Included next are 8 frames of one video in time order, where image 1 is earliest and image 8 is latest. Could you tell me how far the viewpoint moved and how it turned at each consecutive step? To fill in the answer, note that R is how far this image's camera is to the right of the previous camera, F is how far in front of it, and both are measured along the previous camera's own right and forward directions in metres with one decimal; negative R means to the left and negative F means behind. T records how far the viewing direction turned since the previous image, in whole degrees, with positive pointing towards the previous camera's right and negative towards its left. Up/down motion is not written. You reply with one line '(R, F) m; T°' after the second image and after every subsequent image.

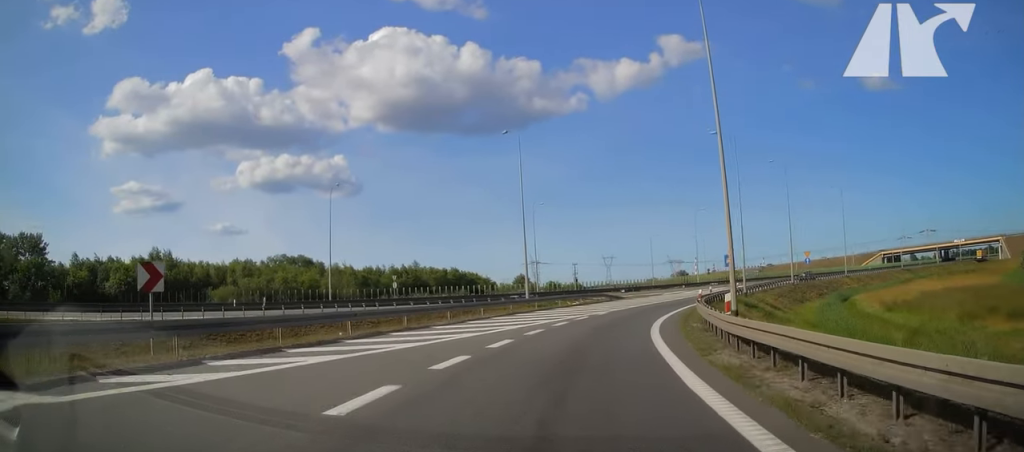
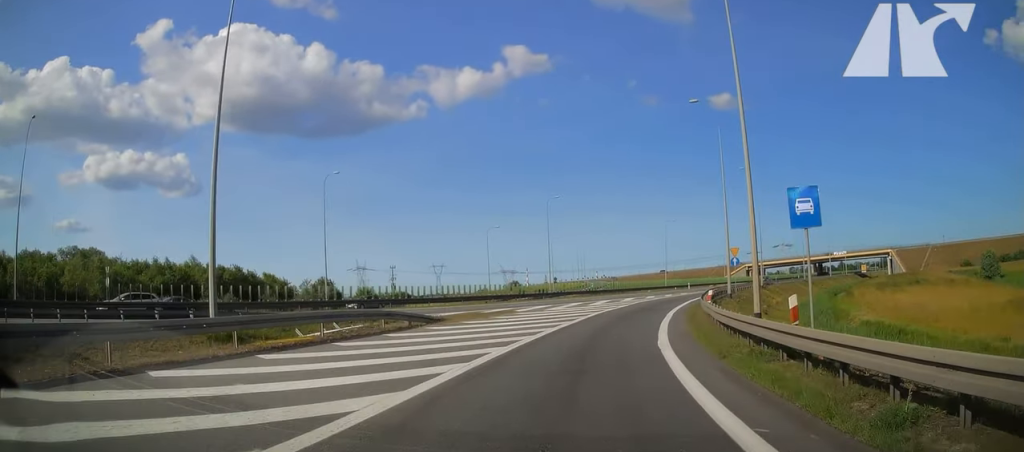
(+4.1, +28.1) m; +15°
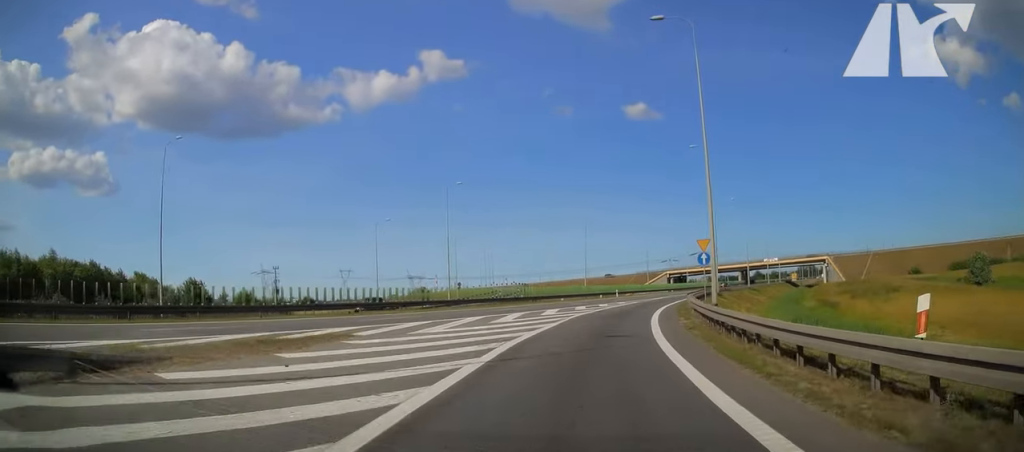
(+1.1, +15.6) m; +8°
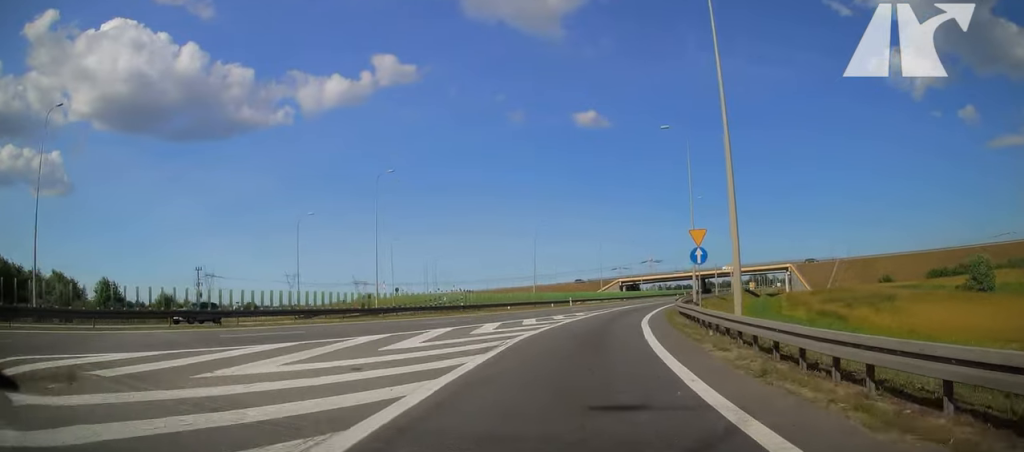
(0.0, +9.7) m; +5°
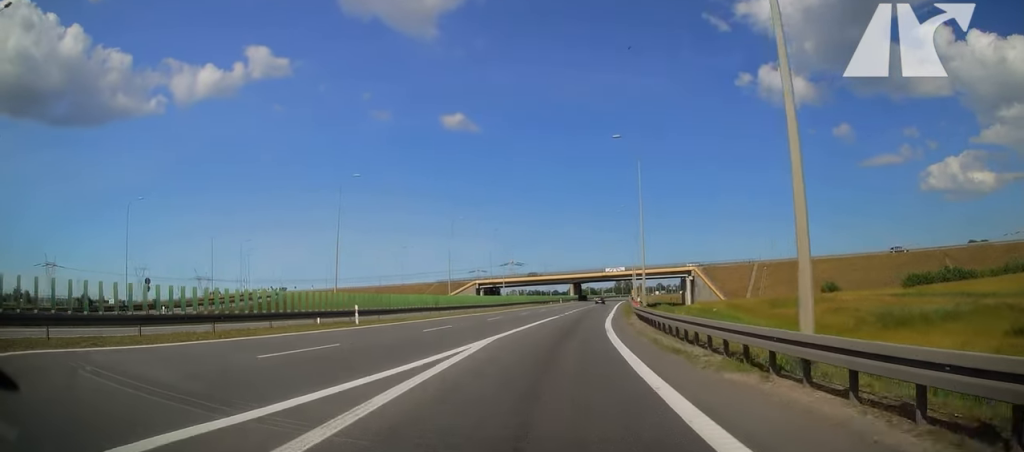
(+5.4, +37.3) m; +14°
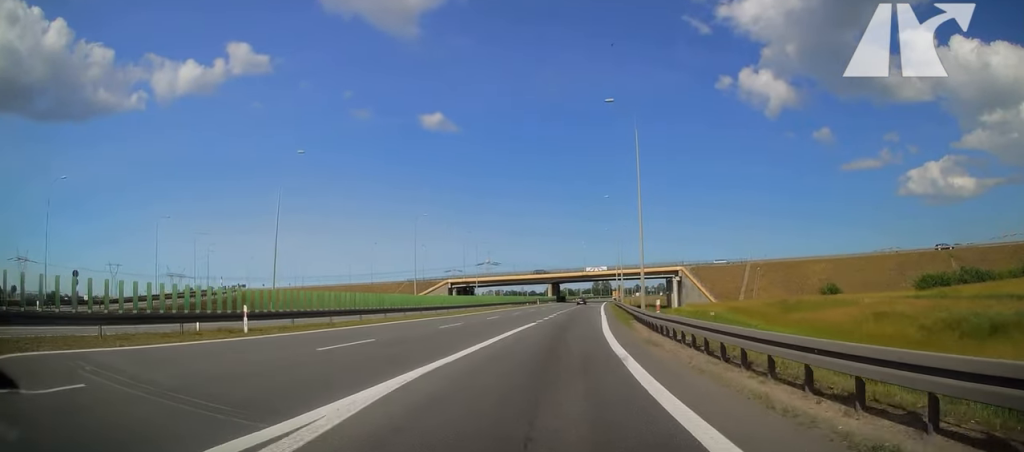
(+0.4, +9.8) m; +2°
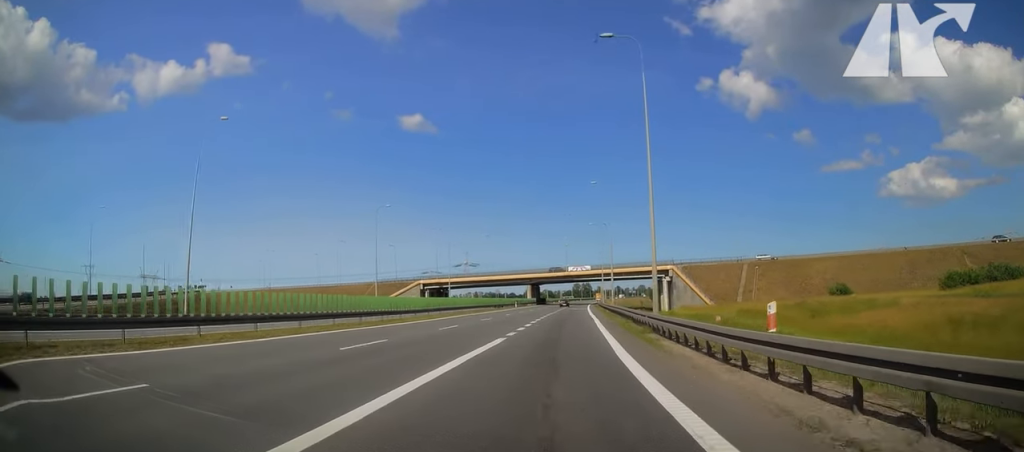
(+0.2, +10.7) m; +2°
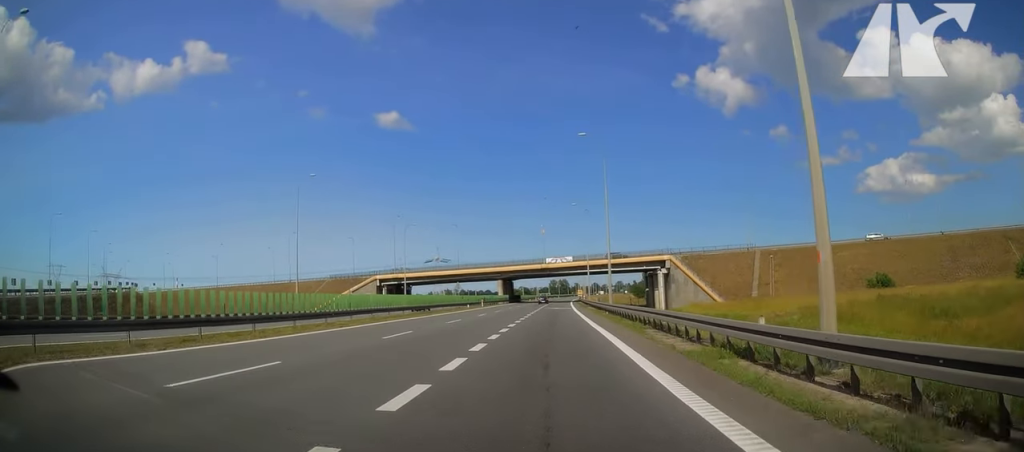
(+0.4, +19.4) m; +3°
